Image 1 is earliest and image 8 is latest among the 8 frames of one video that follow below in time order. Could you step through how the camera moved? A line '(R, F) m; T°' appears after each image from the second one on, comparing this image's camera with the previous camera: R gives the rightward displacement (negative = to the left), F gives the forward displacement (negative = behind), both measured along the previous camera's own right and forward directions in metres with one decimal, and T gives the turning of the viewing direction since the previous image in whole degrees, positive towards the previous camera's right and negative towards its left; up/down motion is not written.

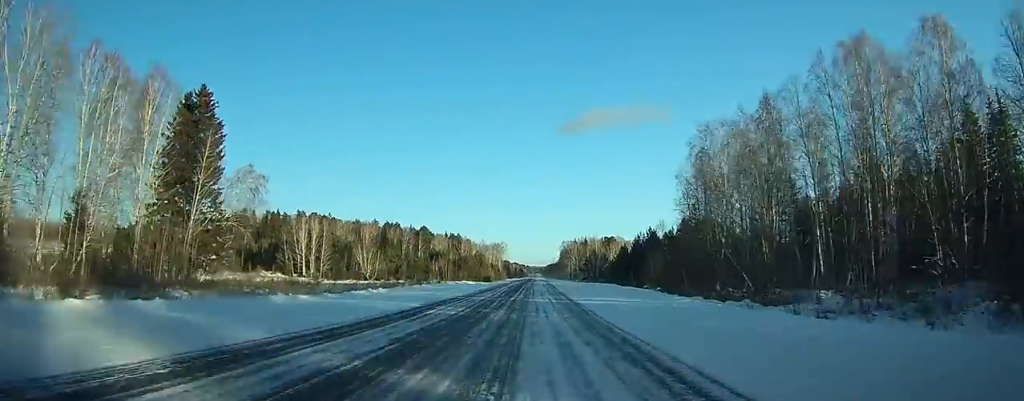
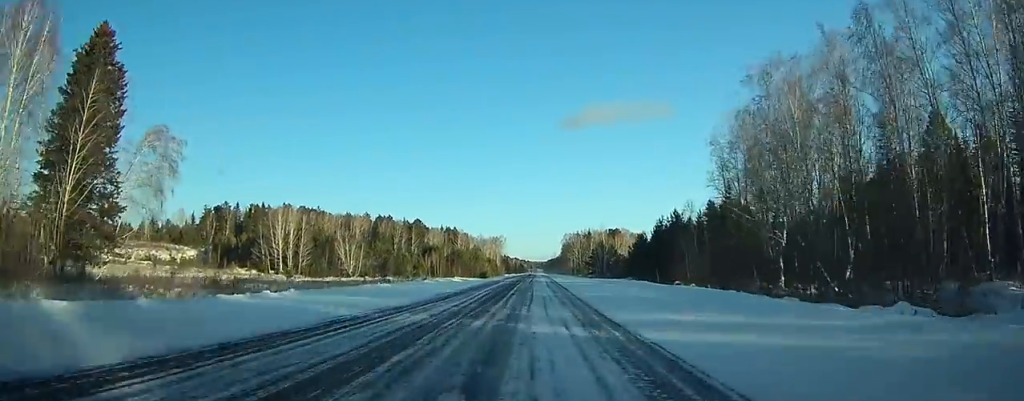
(-0.1, +18.1) m; 0°
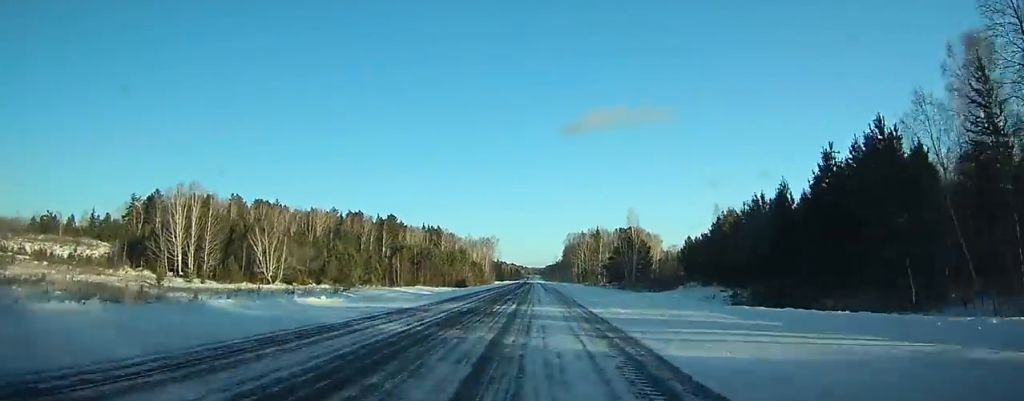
(-0.2, +50.5) m; 0°
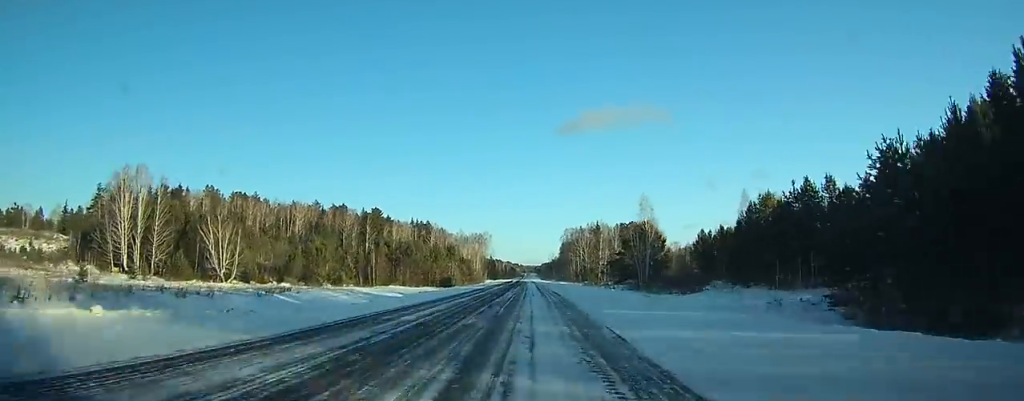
(0.0, +17.0) m; 0°
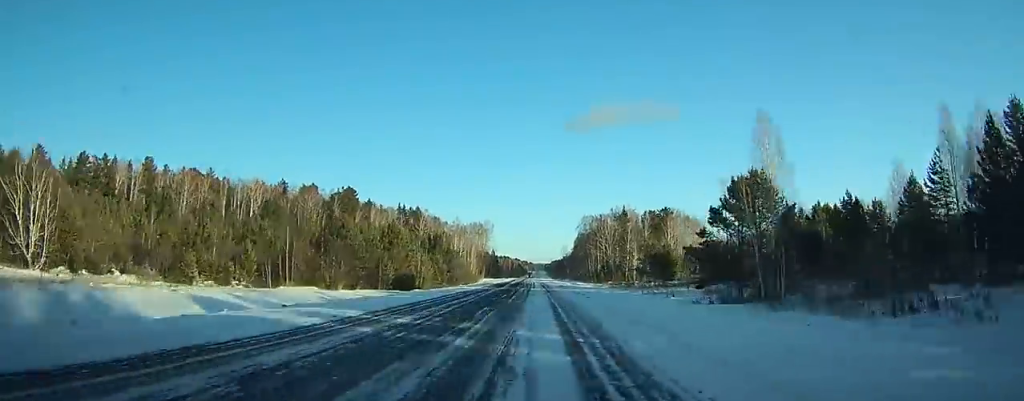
(+0.1, +45.8) m; 0°
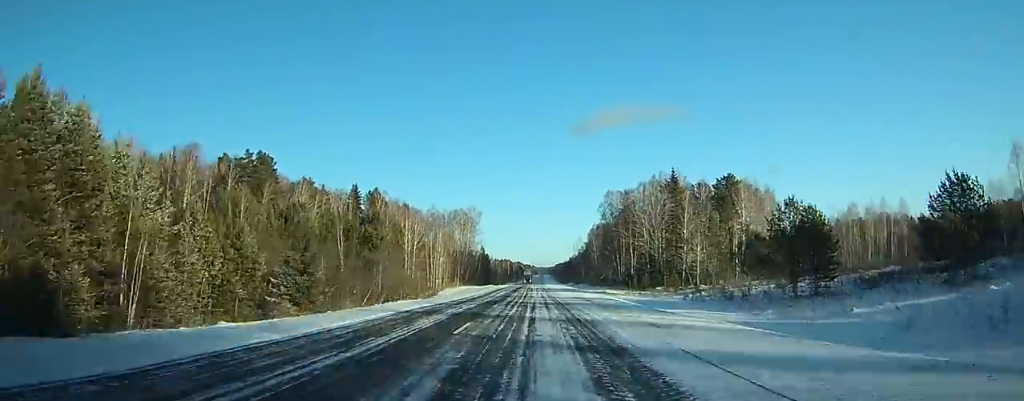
(0.0, +63.8) m; 0°
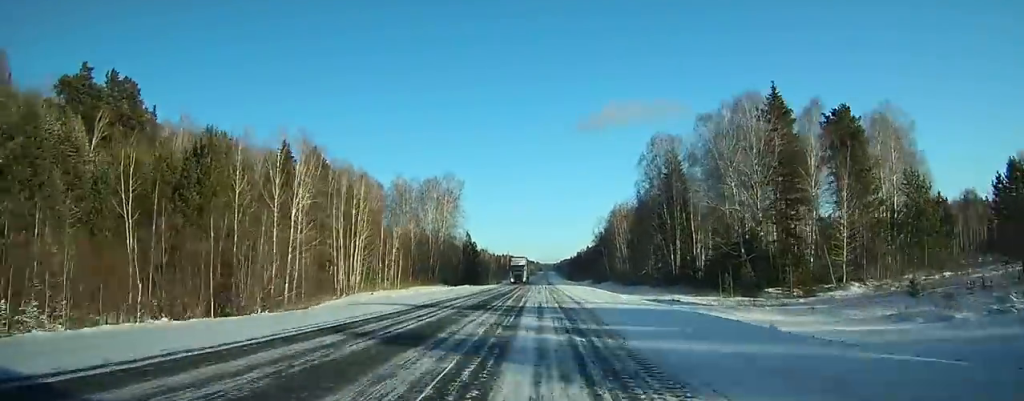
(+0.2, +51.3) m; 0°
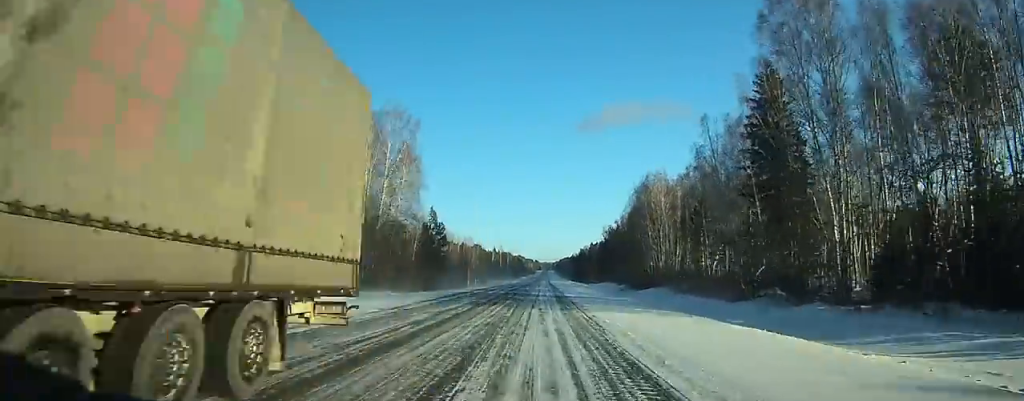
(-0.1, +48.9) m; 0°
